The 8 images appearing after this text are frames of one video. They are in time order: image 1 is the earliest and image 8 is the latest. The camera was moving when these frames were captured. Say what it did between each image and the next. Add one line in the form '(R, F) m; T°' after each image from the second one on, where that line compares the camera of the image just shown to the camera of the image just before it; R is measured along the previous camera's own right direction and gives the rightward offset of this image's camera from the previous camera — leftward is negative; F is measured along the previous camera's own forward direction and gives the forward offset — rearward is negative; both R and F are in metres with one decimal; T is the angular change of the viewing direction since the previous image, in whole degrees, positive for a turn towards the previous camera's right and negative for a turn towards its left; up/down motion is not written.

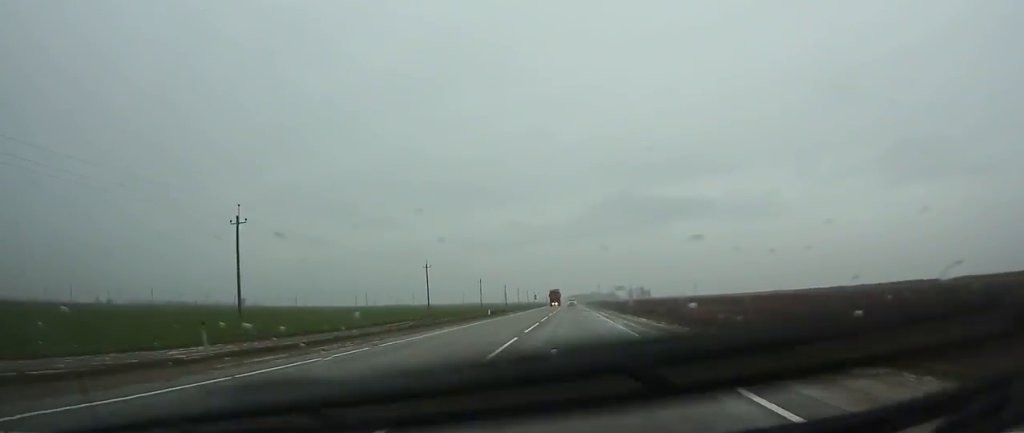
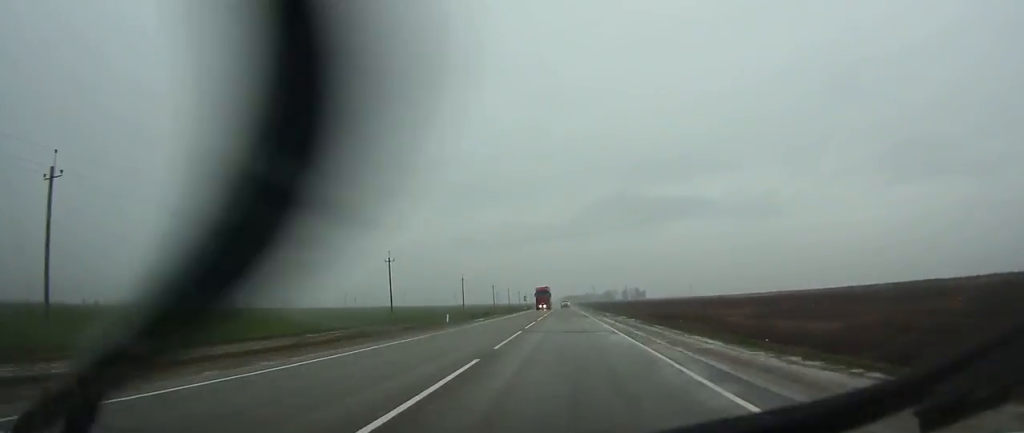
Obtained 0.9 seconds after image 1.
(0.0, +18.5) m; 0°
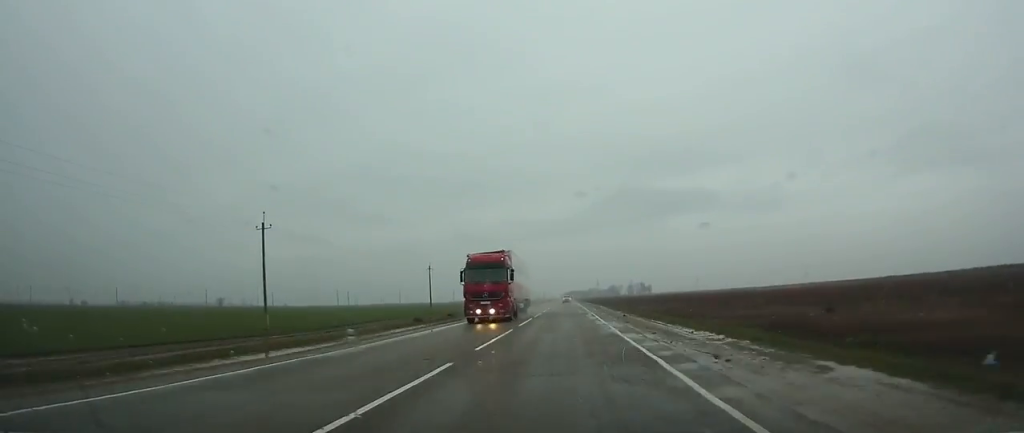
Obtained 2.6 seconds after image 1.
(-0.1, +37.4) m; 0°
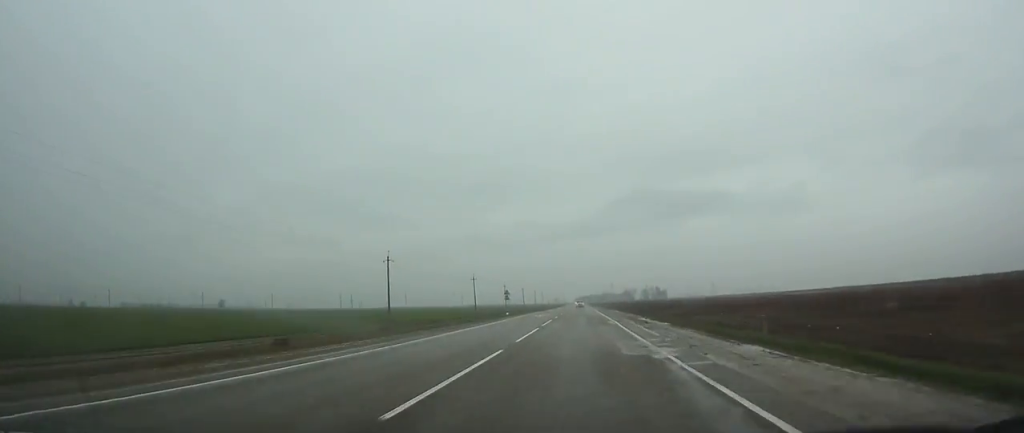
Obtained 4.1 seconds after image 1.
(-0.2, +32.2) m; 0°
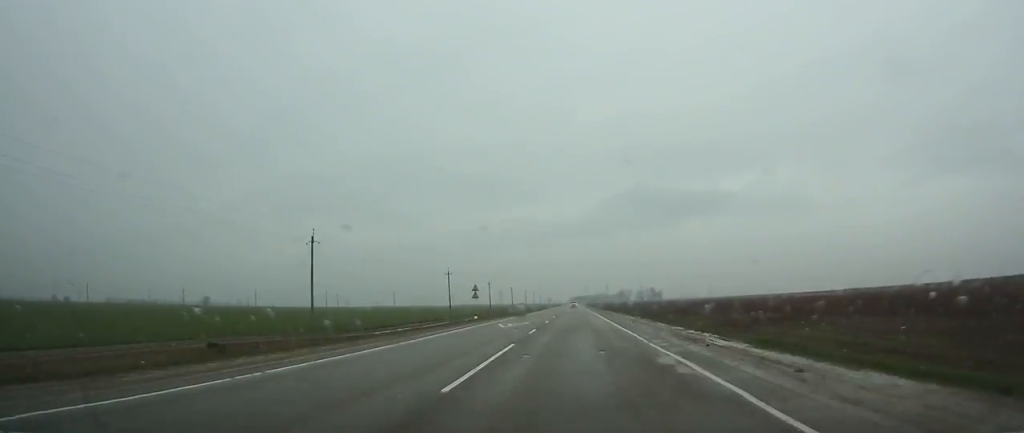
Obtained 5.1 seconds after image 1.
(0.0, +22.2) m; 0°
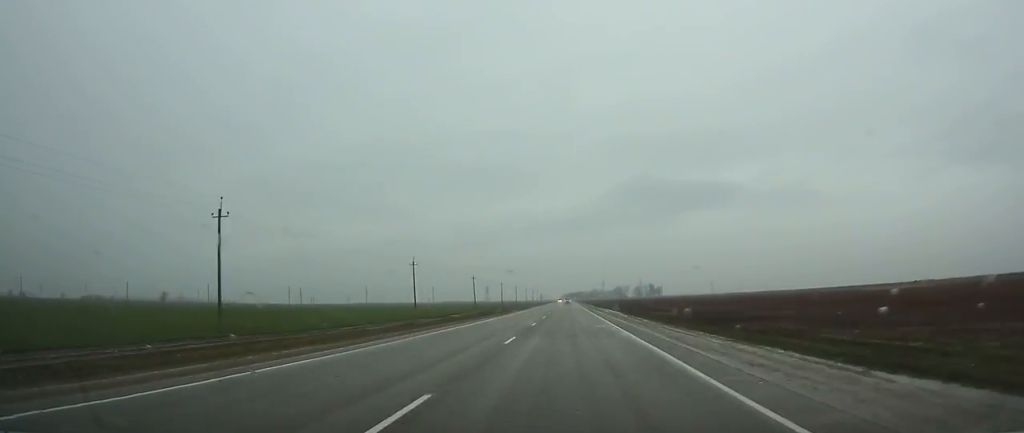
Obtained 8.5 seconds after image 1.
(+0.2, +78.5) m; 0°
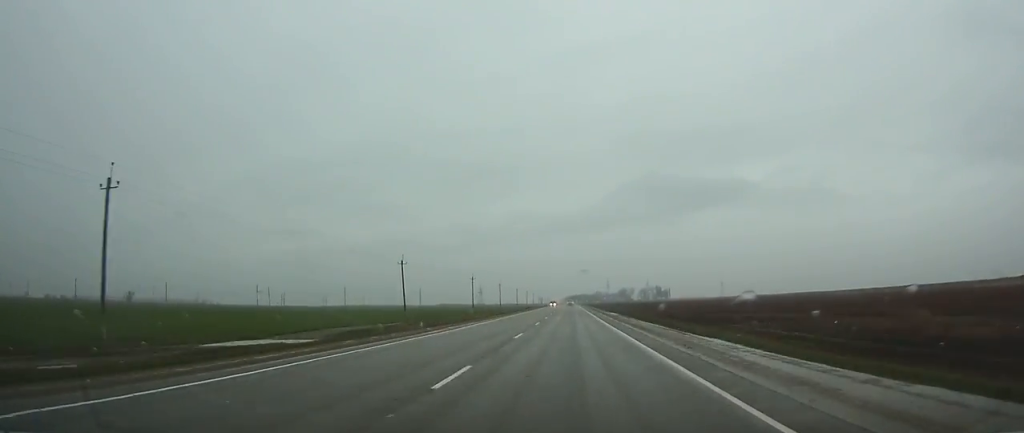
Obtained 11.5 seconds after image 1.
(0.0, +68.7) m; 0°
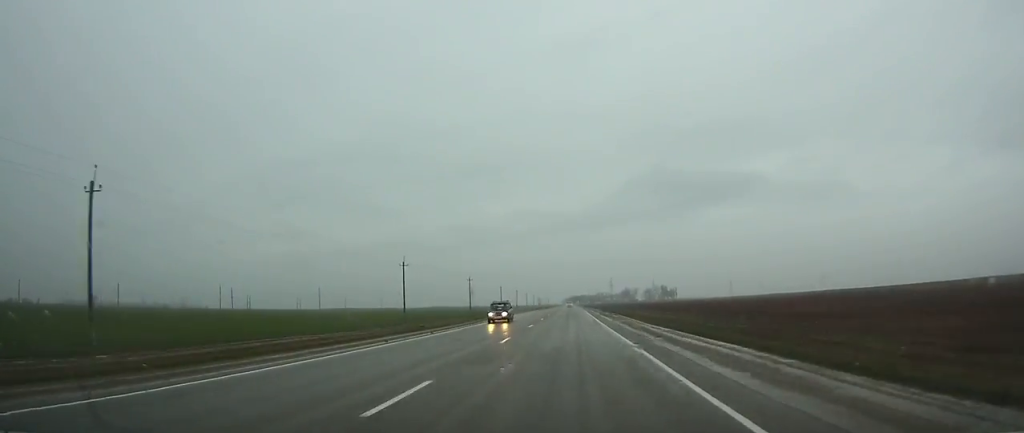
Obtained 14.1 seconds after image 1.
(-0.1, +62.3) m; 0°
